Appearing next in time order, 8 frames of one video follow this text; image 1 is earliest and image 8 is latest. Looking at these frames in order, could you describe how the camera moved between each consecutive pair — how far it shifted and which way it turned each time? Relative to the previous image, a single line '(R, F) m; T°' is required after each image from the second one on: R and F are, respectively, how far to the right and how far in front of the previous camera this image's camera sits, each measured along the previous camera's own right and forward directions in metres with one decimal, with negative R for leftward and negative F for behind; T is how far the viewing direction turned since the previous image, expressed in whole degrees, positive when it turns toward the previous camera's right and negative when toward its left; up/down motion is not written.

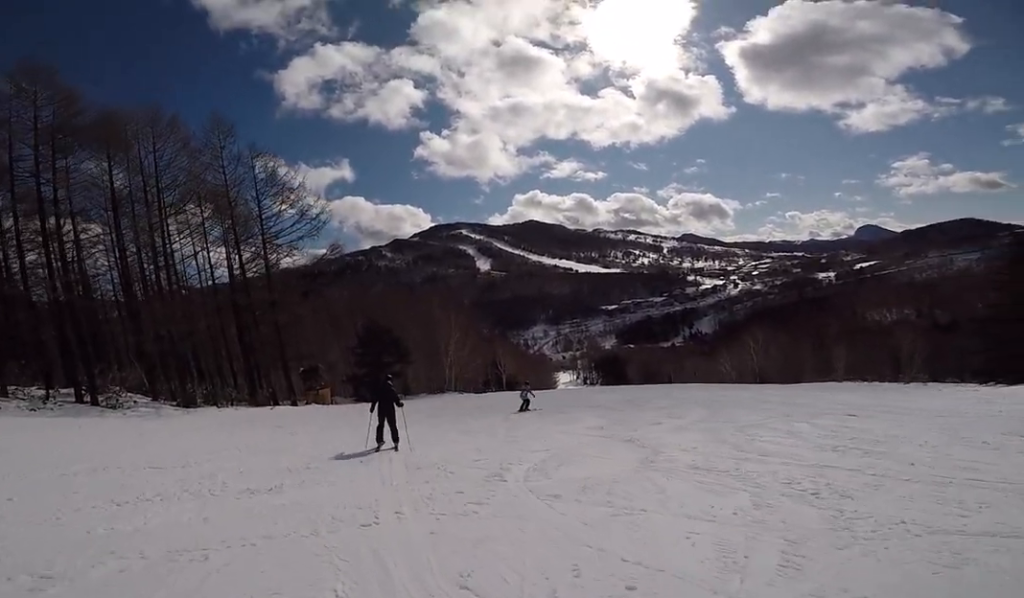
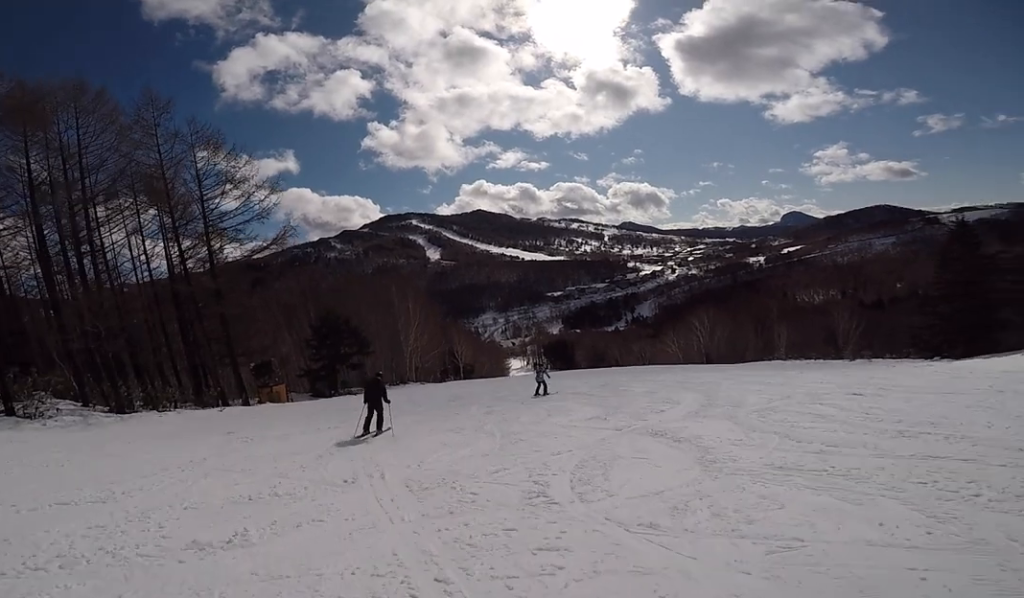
(+0.2, +2.1) m; +6°
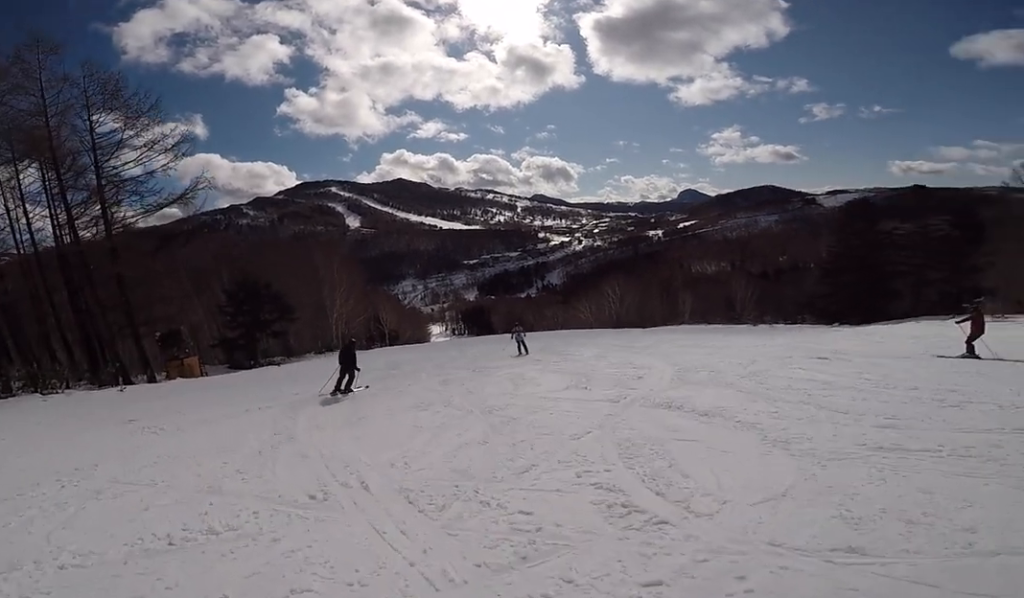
(+0.1, +2.3) m; +8°
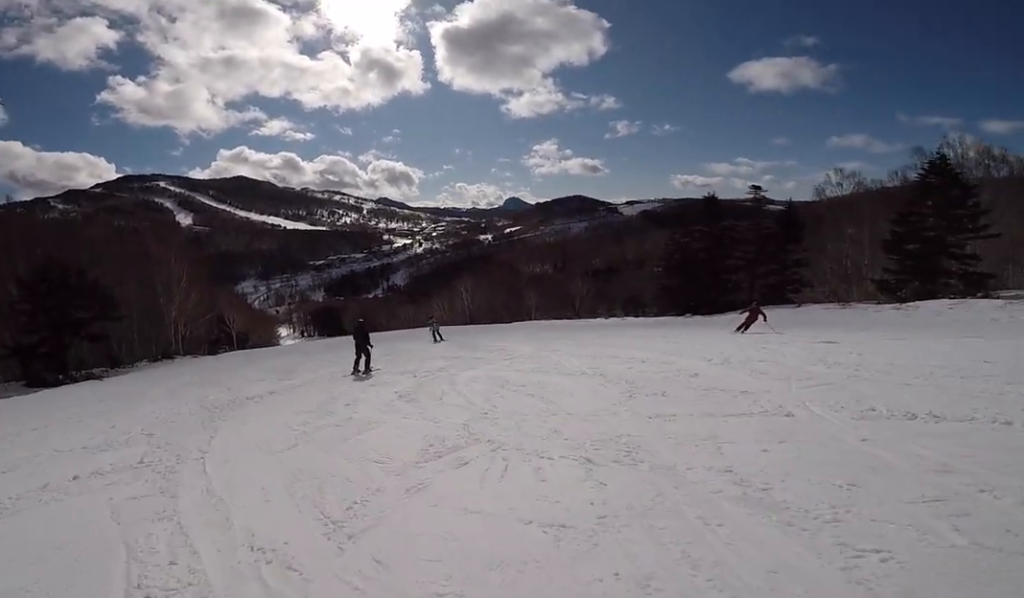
(+0.9, +5.2) m; +26°
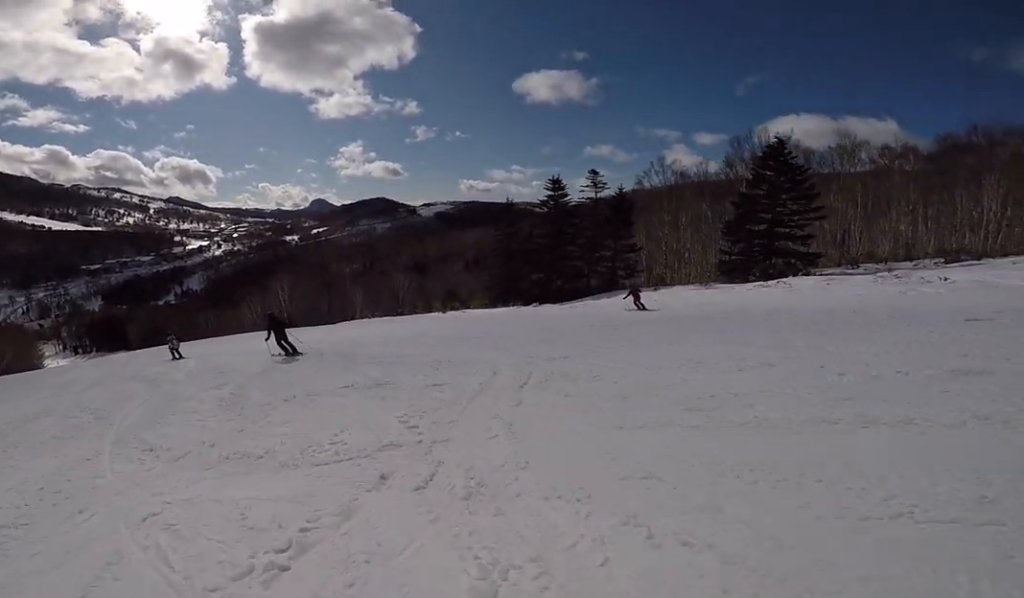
(+2.7, +7.7) m; +38°
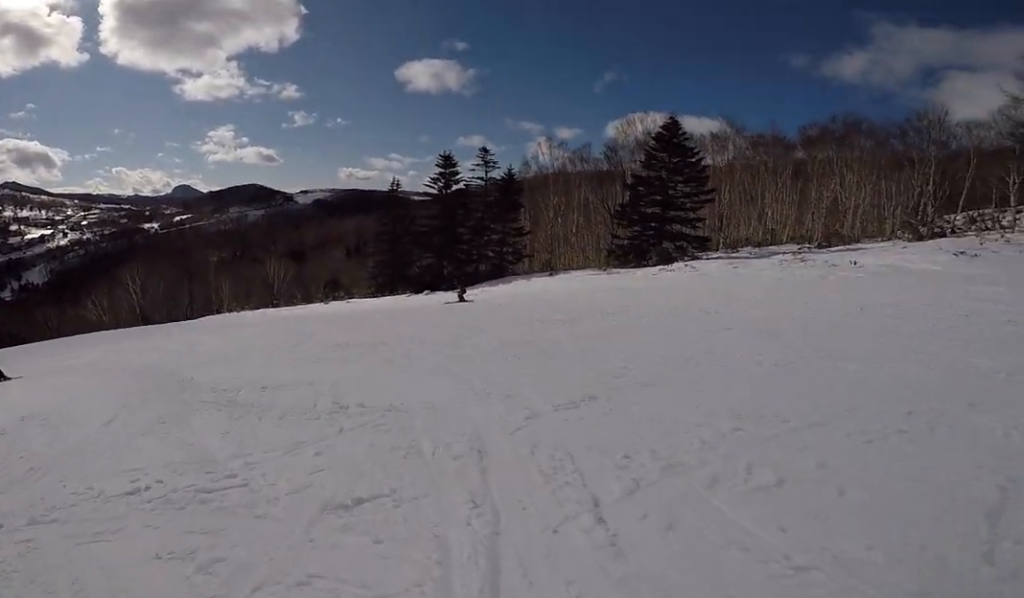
(+1.0, +4.3) m; +12°
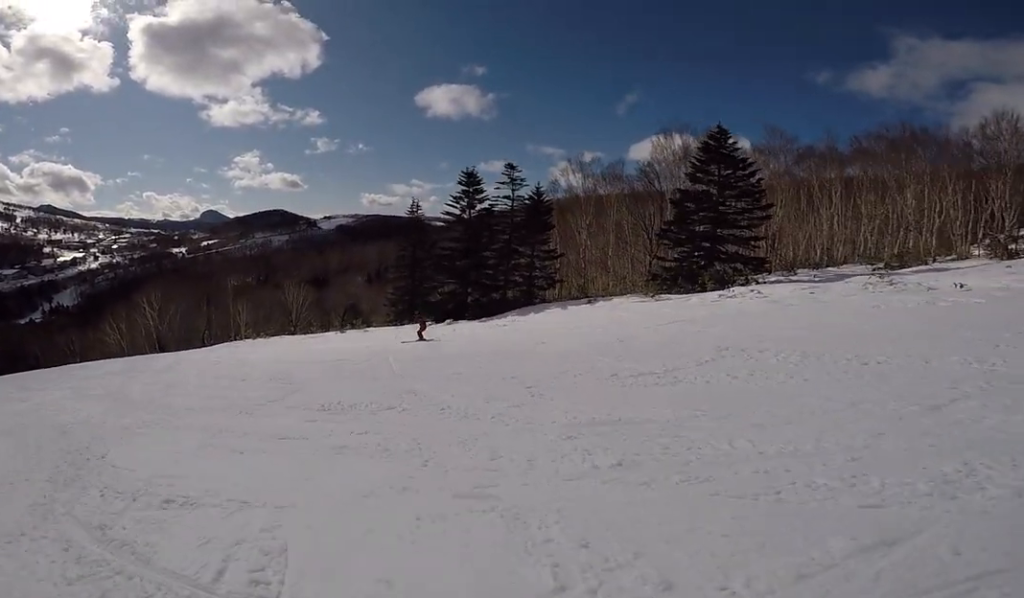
(+0.5, +3.0) m; +1°
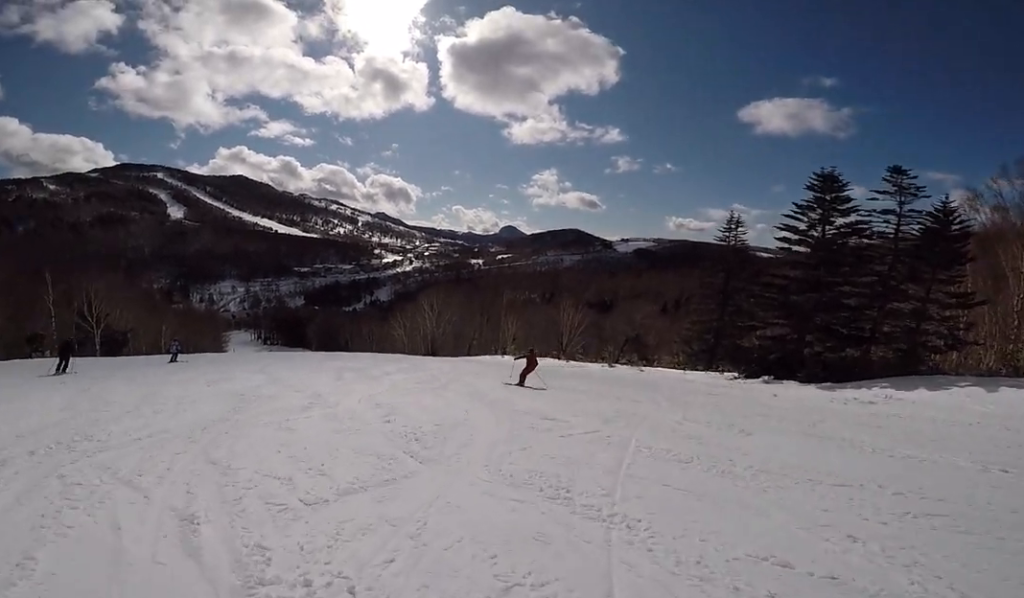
(-1.1, +5.2) m; -30°
